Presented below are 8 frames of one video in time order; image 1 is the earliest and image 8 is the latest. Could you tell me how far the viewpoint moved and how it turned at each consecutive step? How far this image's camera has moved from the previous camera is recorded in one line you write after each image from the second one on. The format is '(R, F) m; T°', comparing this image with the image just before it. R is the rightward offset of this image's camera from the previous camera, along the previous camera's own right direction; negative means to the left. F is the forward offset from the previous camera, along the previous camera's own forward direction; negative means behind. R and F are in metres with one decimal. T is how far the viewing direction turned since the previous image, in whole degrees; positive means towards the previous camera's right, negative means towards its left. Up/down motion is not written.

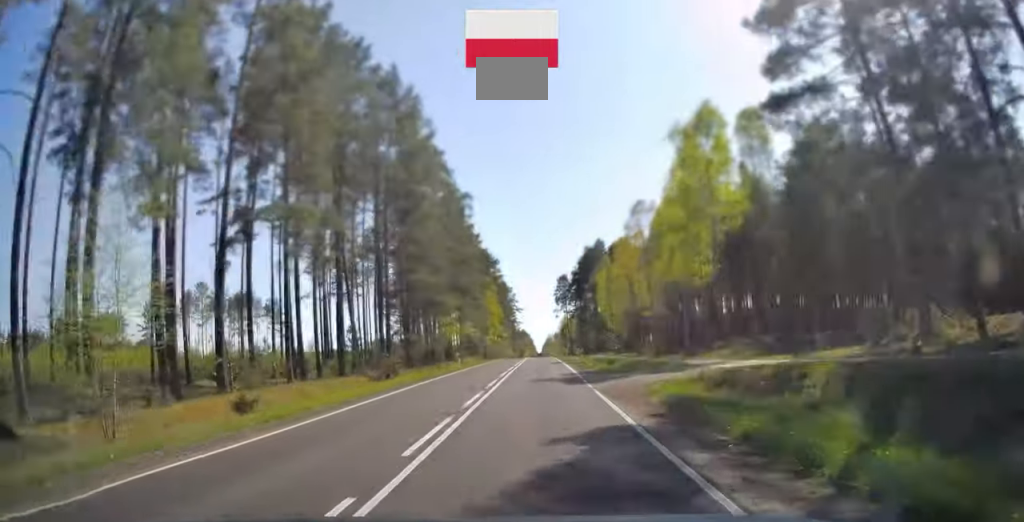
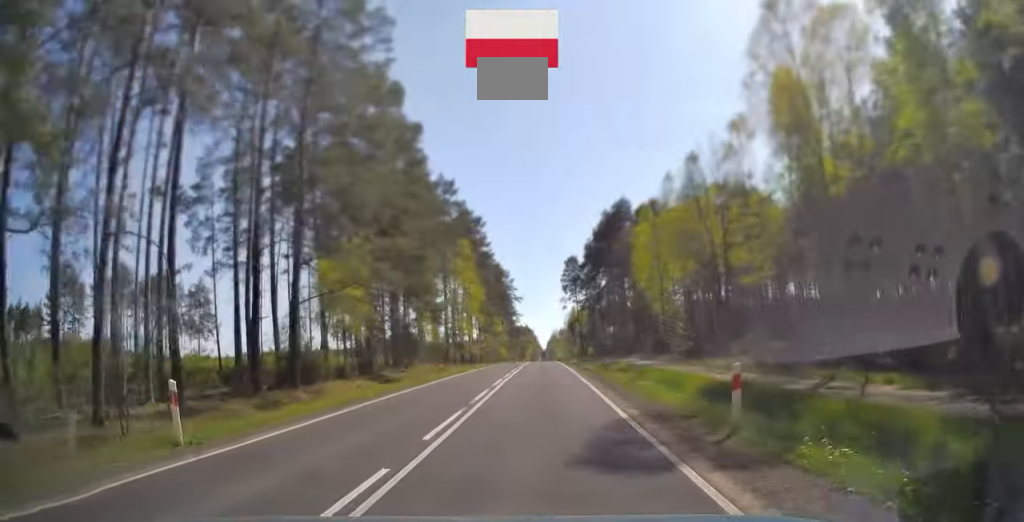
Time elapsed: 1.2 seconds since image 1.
(-0.1, +33.9) m; 0°
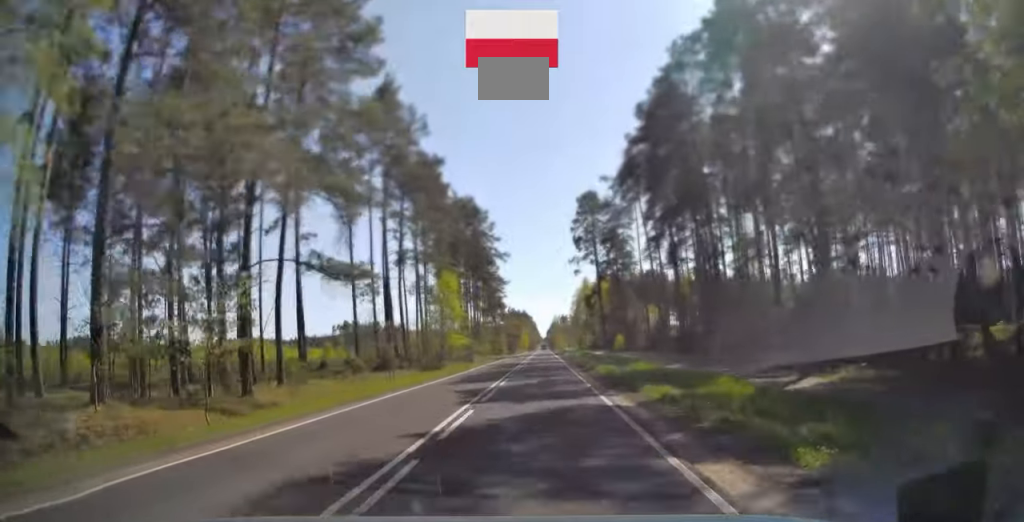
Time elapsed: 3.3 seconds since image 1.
(0.0, +56.5) m; 0°
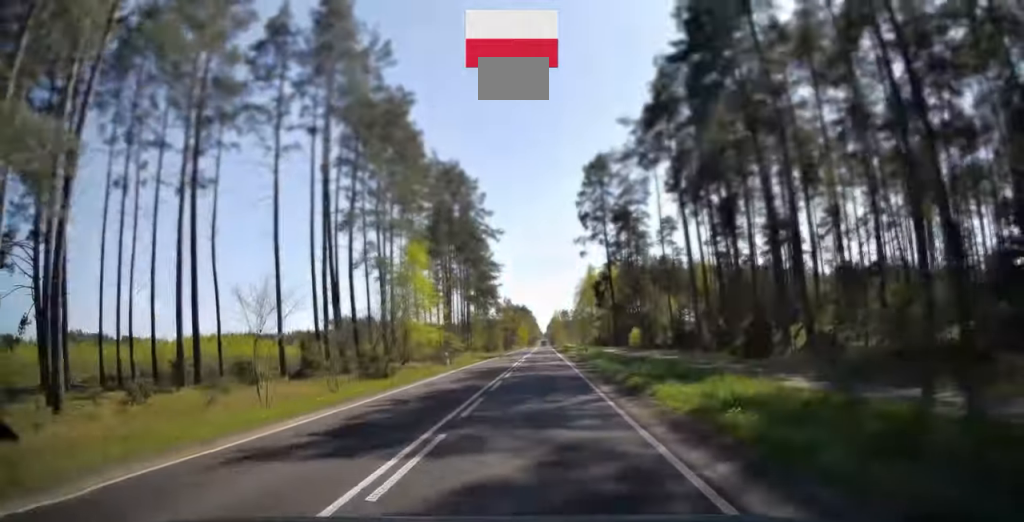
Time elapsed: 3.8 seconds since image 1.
(0.0, +15.3) m; 0°
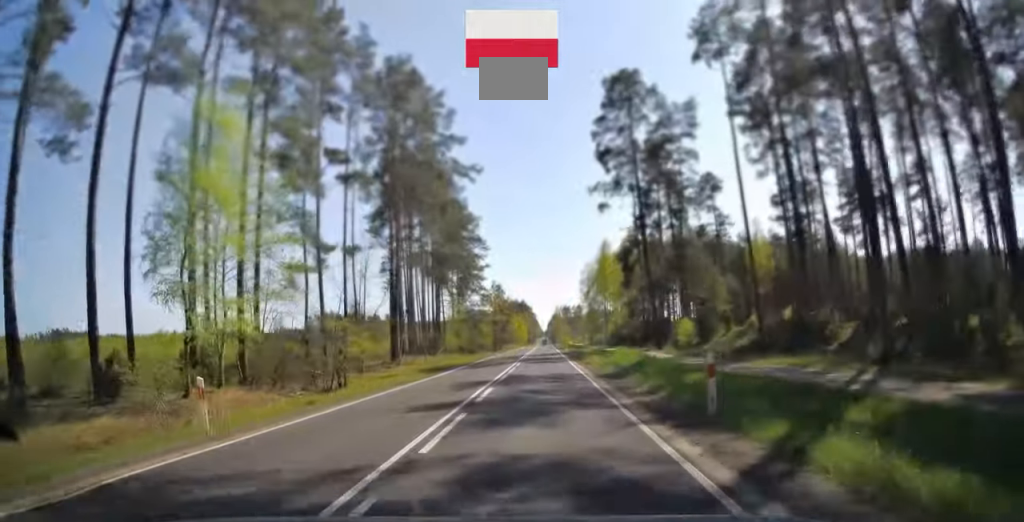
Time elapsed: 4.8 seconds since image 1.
(0.0, +27.4) m; 0°
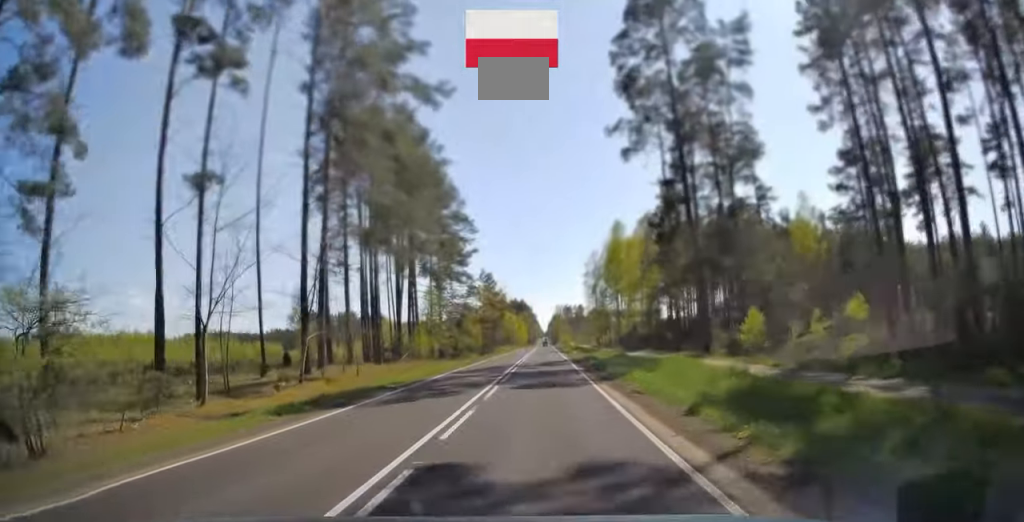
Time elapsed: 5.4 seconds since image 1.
(0.0, +16.3) m; 0°
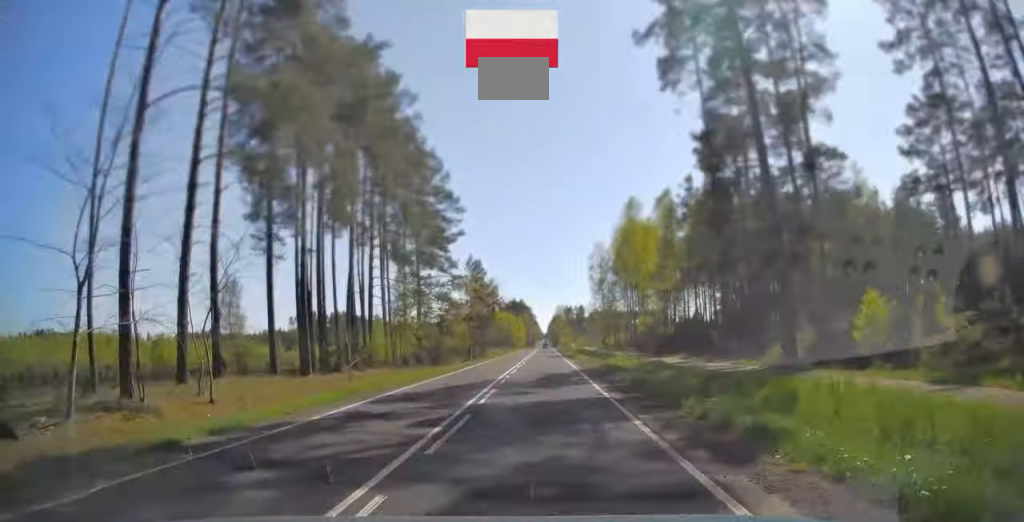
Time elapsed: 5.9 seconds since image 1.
(0.0, +12.9) m; 0°
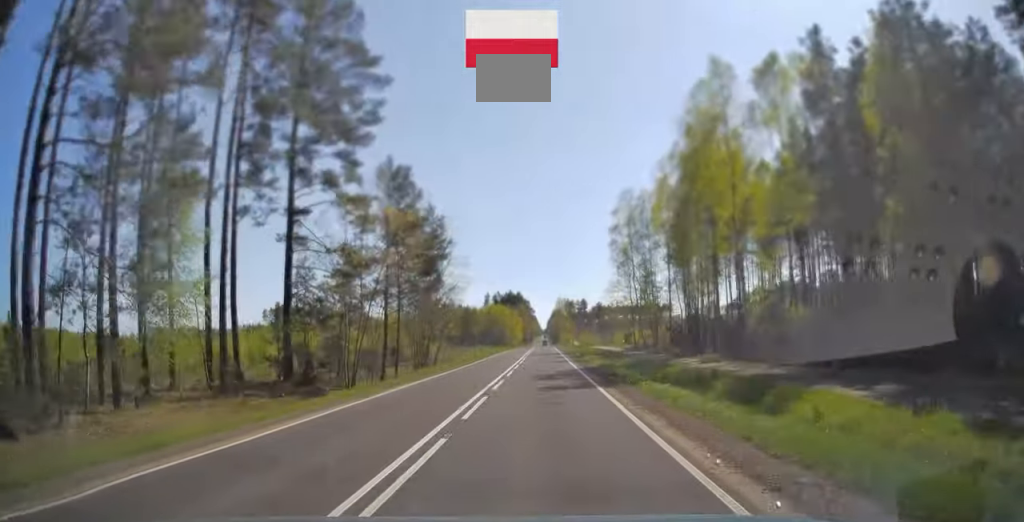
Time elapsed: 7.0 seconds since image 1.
(+0.1, +32.3) m; 0°
